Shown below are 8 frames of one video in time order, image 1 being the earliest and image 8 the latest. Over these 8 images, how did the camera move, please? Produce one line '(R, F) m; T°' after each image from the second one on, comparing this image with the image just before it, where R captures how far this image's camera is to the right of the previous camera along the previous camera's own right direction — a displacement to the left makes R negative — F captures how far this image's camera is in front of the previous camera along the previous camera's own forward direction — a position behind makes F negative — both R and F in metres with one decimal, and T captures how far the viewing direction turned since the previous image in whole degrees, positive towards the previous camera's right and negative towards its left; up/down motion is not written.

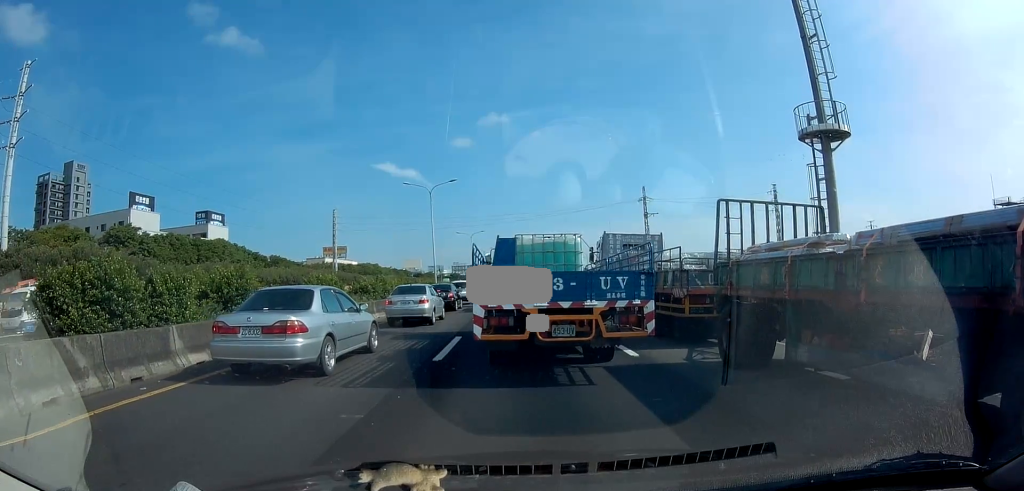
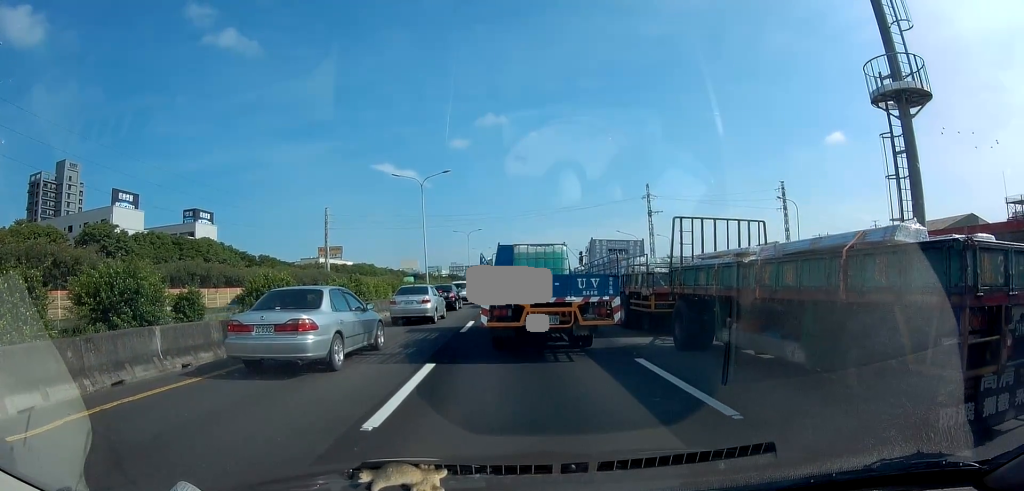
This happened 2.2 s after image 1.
(0.0, +4.8) m; 0°
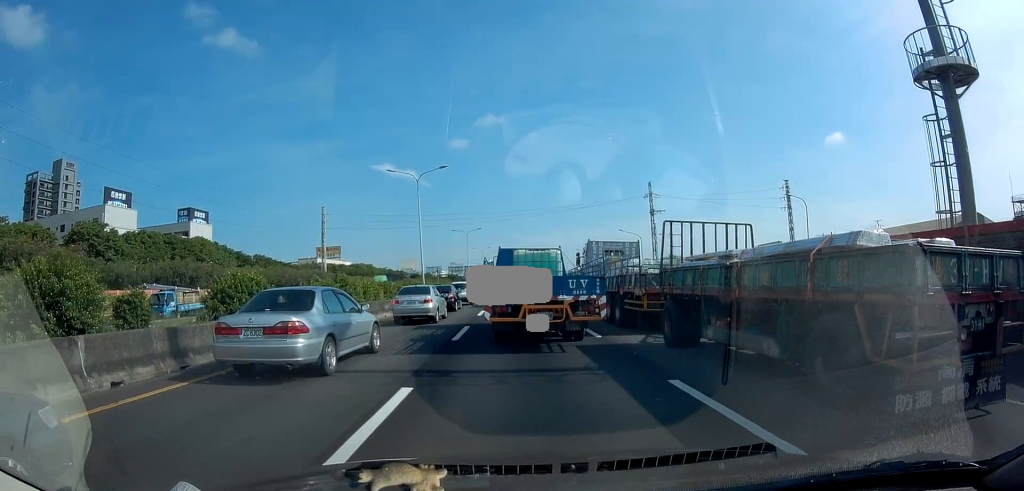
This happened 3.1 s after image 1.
(0.0, +2.1) m; 0°
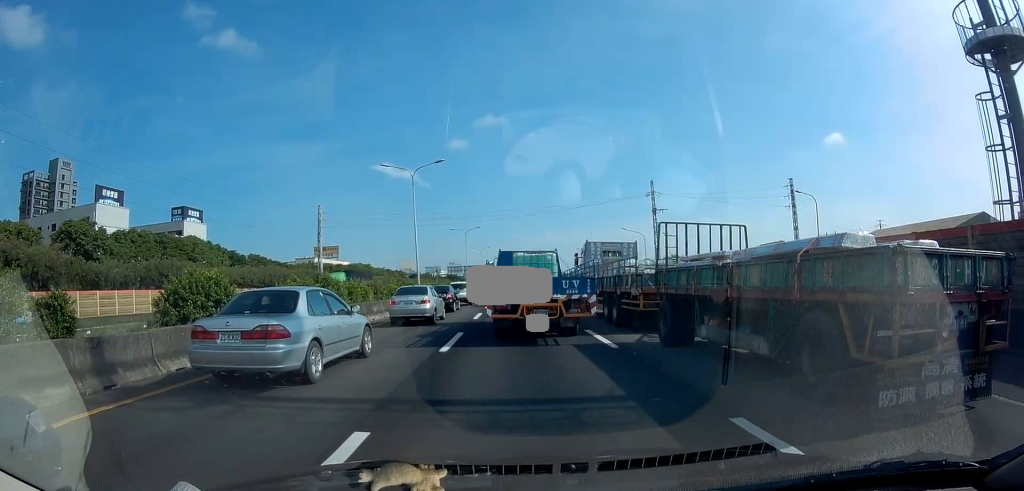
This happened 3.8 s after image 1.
(0.0, +2.4) m; 0°
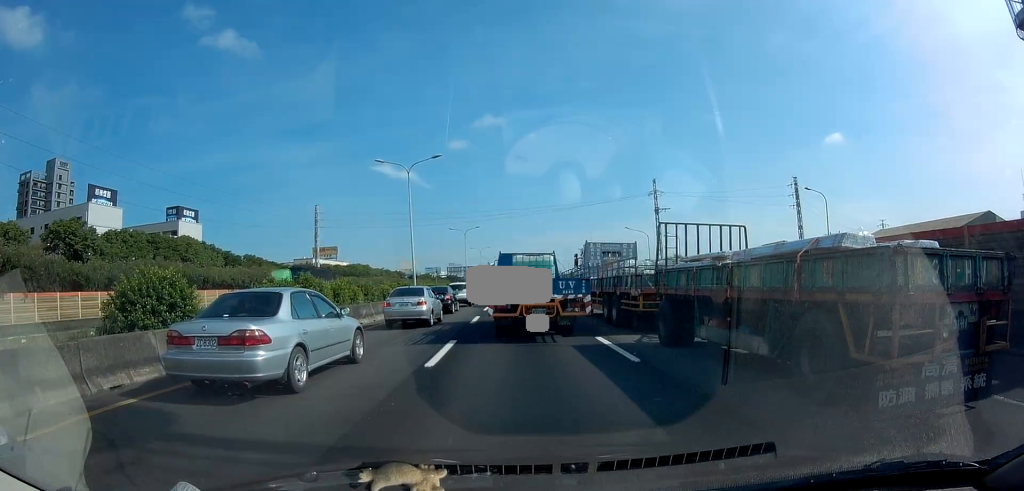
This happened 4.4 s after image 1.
(0.0, +2.0) m; 0°
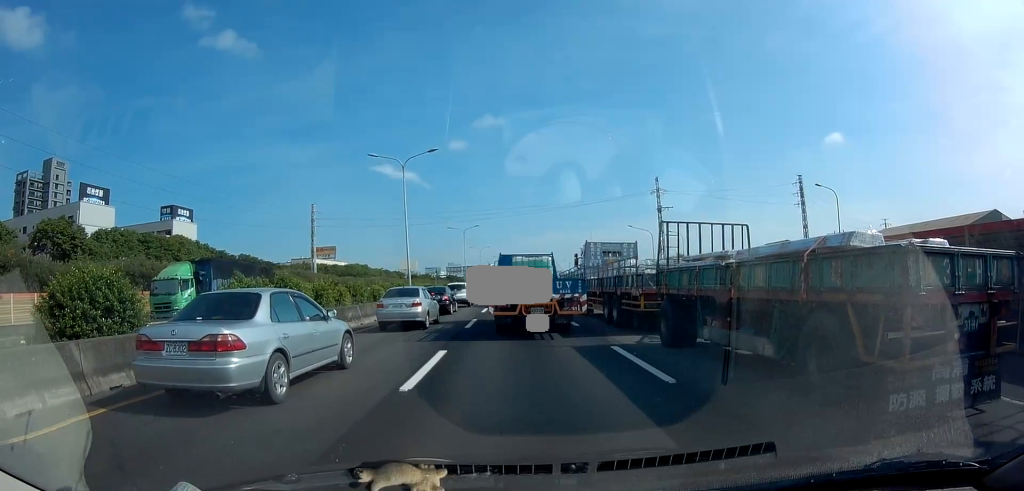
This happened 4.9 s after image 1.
(0.0, +2.1) m; 0°
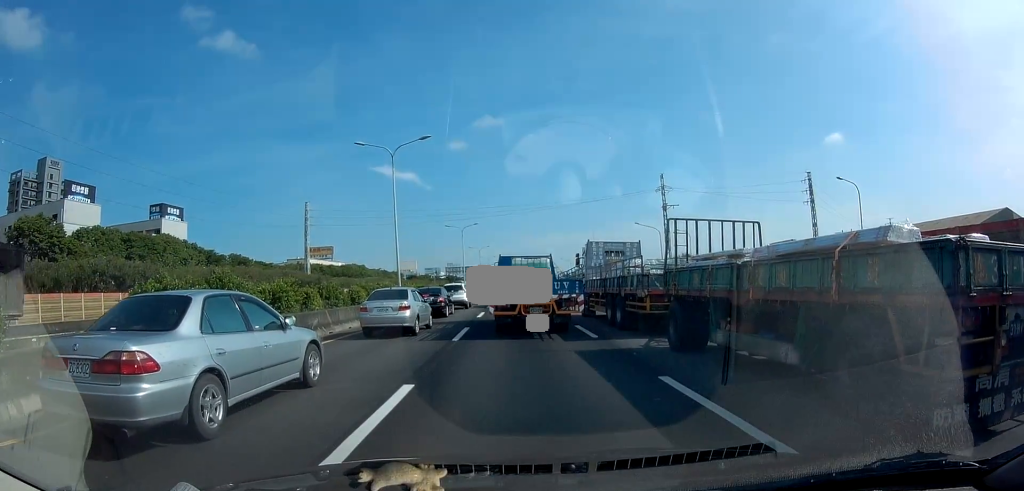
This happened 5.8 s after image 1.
(0.0, +3.9) m; 0°
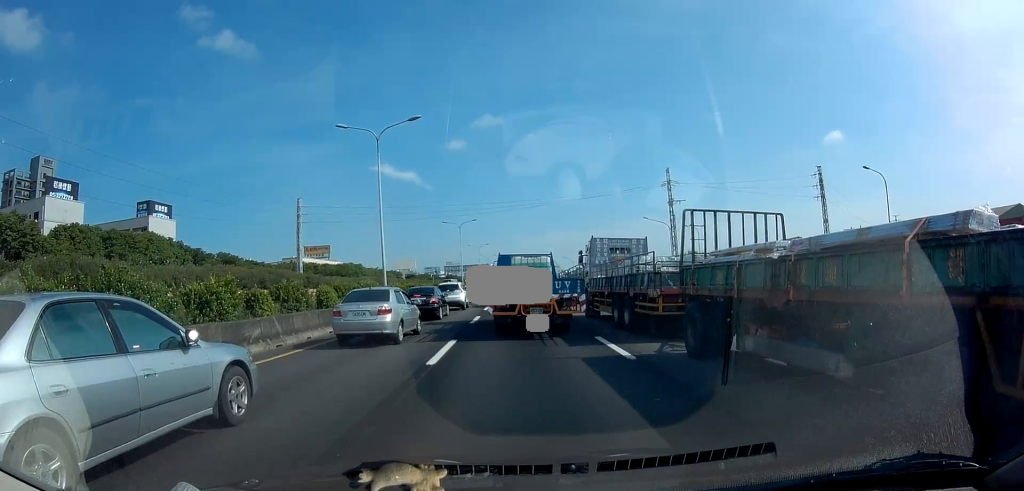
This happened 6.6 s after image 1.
(0.0, +4.2) m; 0°
